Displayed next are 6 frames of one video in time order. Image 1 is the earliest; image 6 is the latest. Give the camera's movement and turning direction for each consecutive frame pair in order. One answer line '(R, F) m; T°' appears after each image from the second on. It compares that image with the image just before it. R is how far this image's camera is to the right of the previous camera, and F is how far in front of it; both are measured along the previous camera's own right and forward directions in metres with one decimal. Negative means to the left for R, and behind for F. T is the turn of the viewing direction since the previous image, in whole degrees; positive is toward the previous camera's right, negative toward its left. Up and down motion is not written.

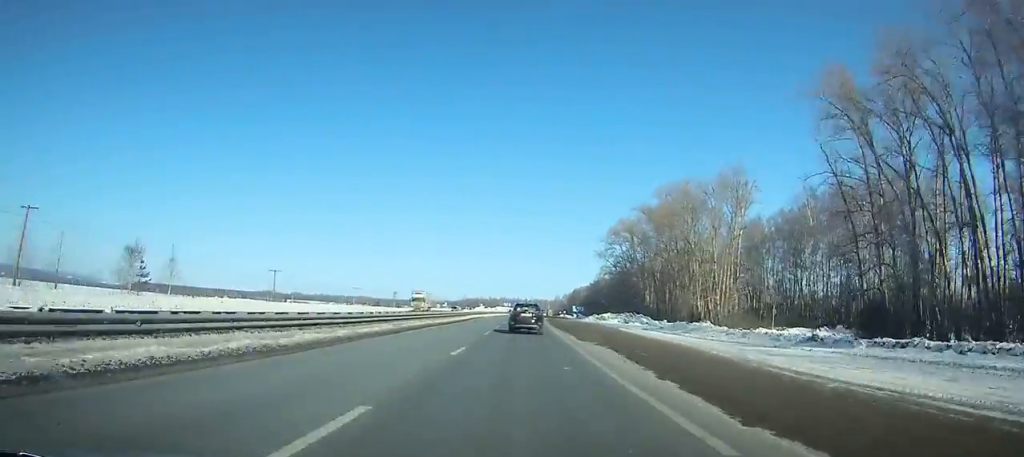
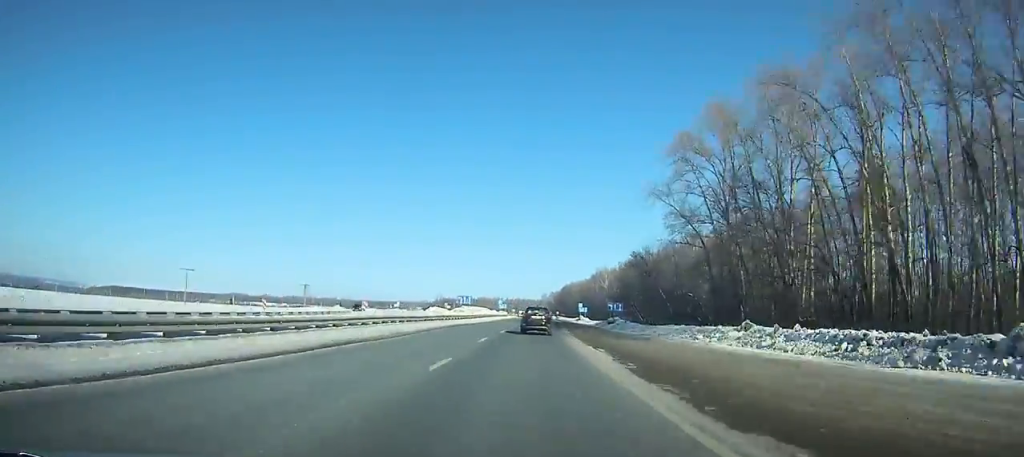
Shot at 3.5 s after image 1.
(-1.1, +76.1) m; +1°
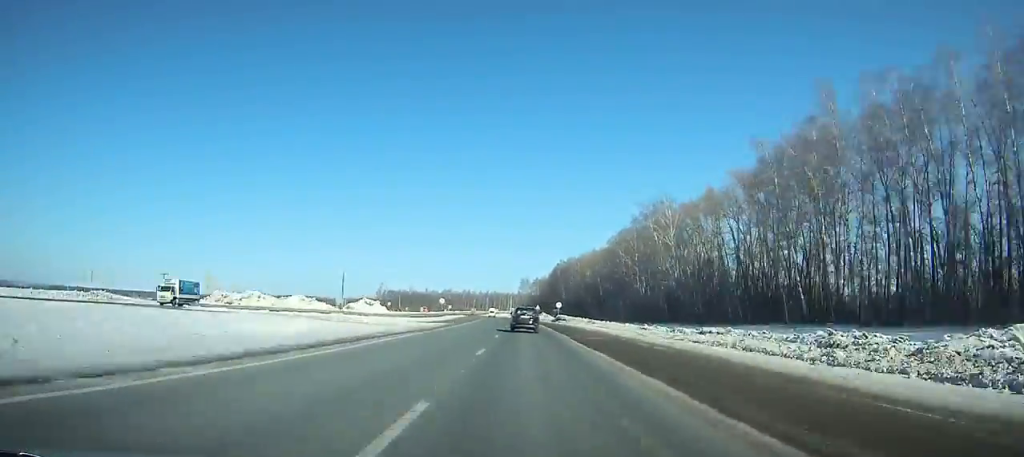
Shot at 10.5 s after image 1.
(+4.7, +151.0) m; +1°
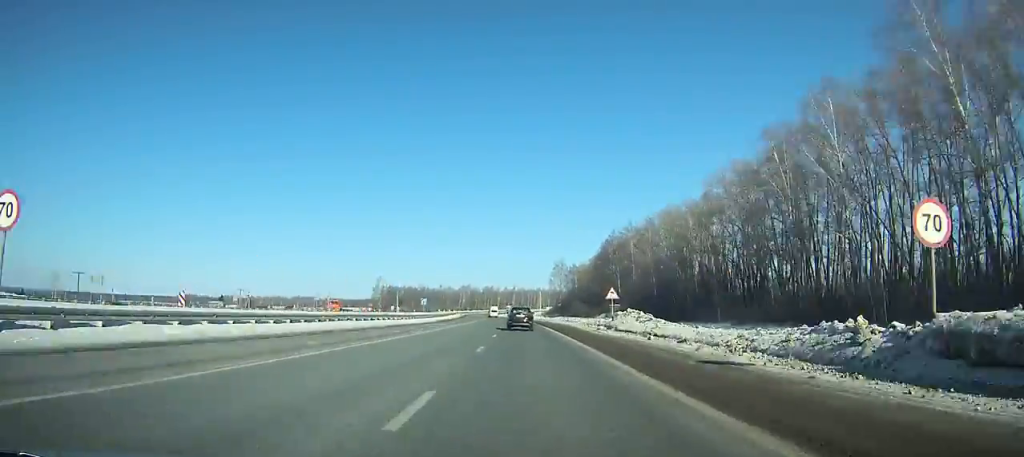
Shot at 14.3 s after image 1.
(-1.7, +82.3) m; -3°
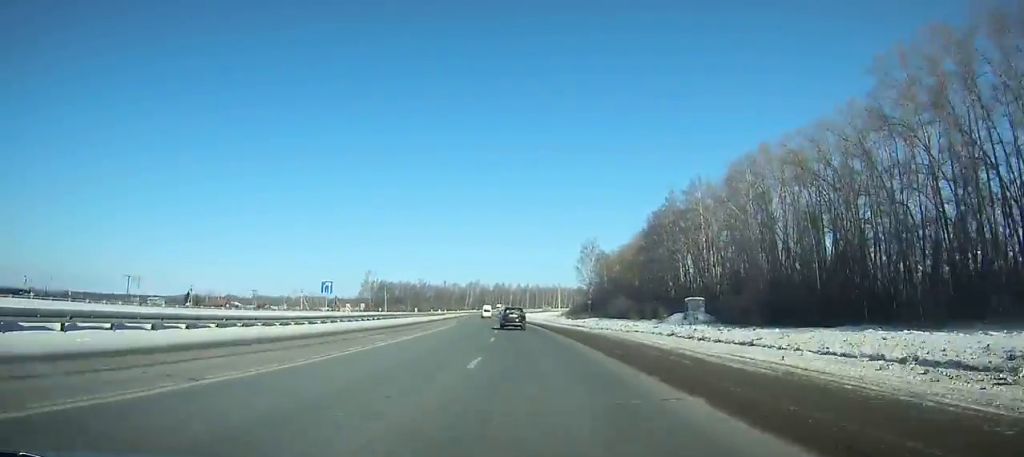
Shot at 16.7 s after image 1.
(-0.7, +52.1) m; -2°
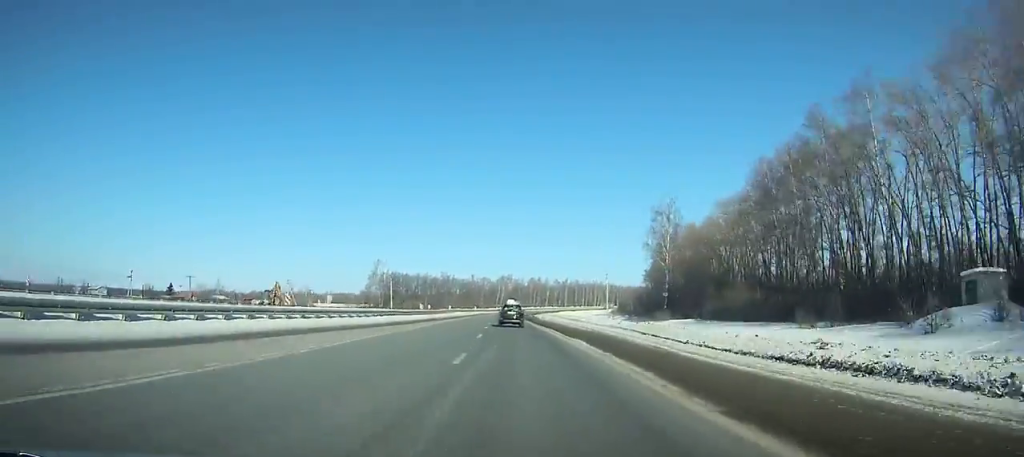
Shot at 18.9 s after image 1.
(-0.6, +47.9) m; -2°
